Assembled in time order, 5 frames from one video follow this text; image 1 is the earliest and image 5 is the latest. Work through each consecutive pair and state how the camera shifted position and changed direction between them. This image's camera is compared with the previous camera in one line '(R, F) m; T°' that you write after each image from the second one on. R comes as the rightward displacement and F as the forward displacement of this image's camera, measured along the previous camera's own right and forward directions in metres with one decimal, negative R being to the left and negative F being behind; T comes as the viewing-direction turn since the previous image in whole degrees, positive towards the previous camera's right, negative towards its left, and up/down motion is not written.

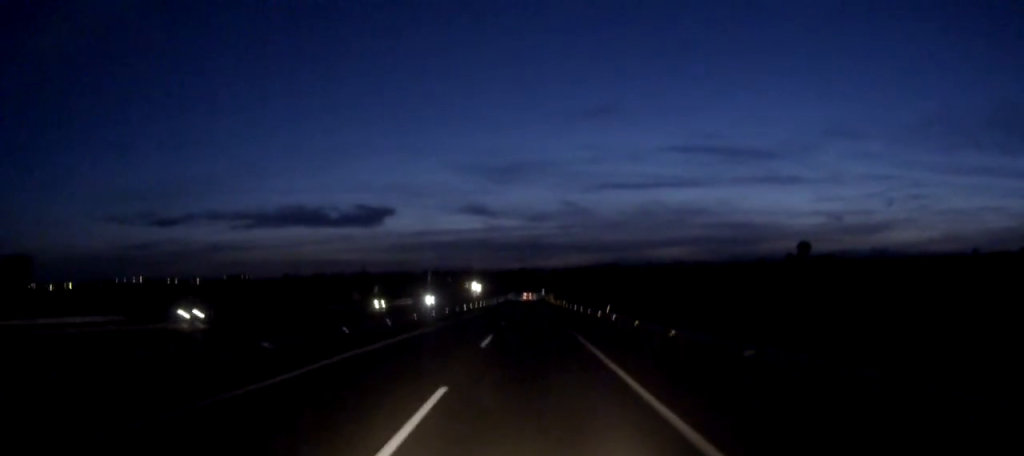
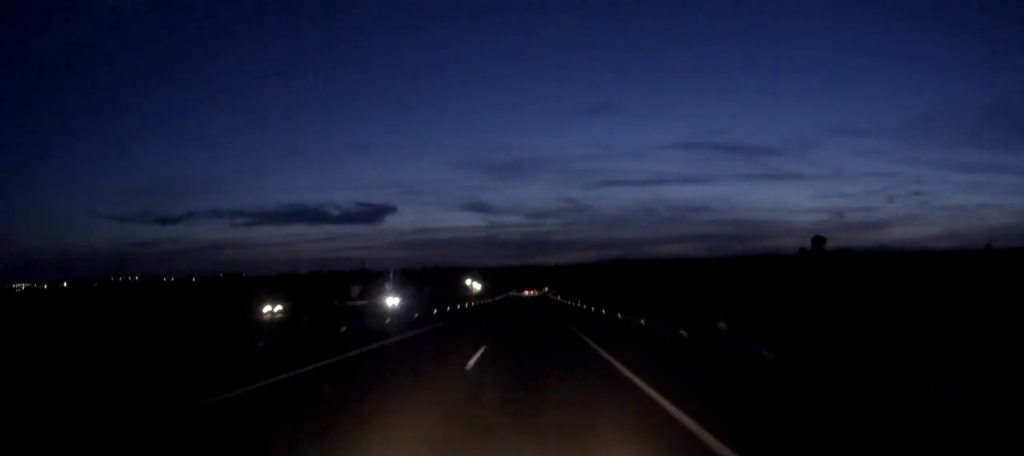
(0.0, +24.8) m; 0°
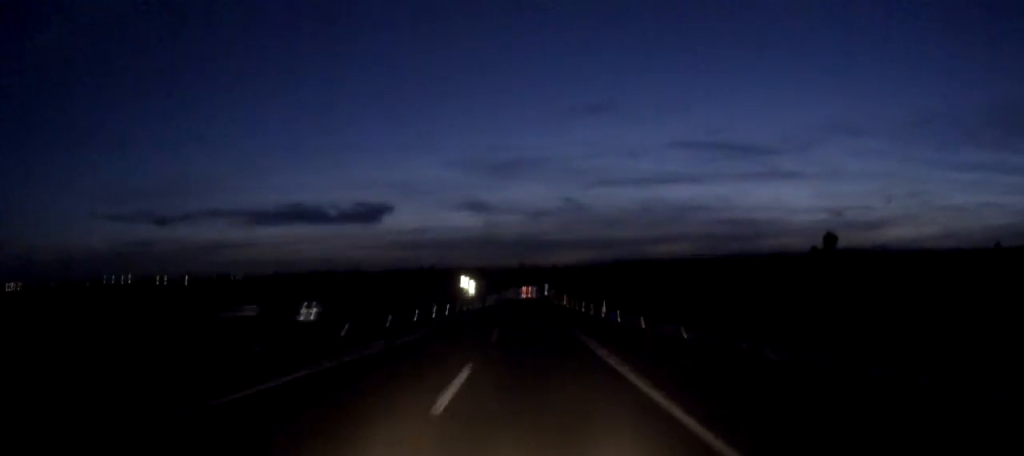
(0.0, +23.9) m; 0°
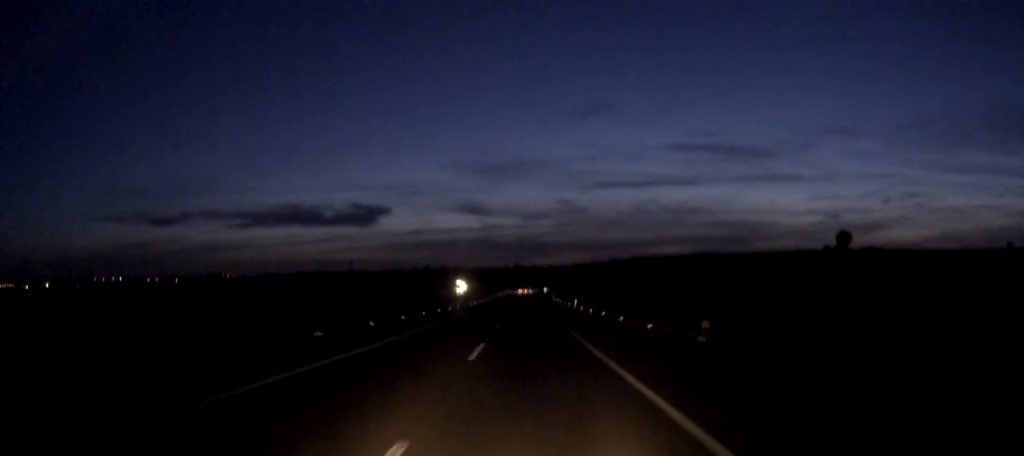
(0.0, +26.7) m; 0°
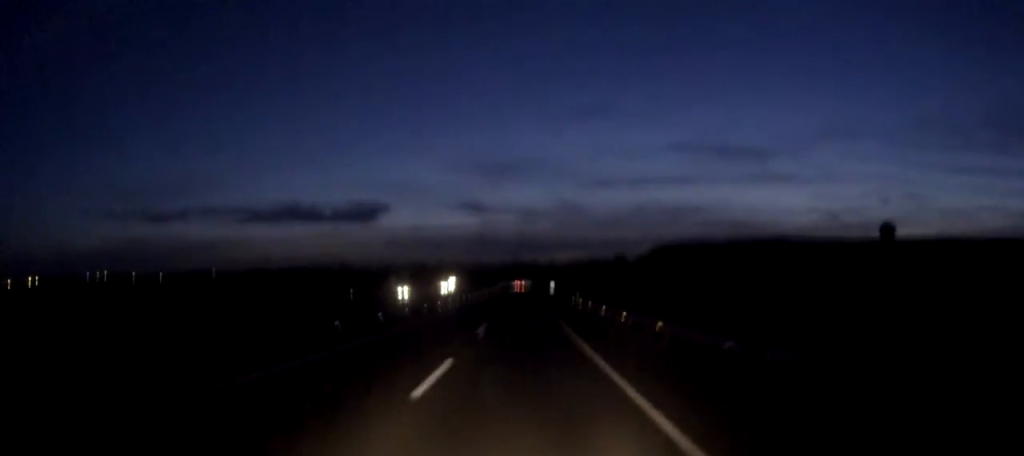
(0.0, +59.8) m; 0°
